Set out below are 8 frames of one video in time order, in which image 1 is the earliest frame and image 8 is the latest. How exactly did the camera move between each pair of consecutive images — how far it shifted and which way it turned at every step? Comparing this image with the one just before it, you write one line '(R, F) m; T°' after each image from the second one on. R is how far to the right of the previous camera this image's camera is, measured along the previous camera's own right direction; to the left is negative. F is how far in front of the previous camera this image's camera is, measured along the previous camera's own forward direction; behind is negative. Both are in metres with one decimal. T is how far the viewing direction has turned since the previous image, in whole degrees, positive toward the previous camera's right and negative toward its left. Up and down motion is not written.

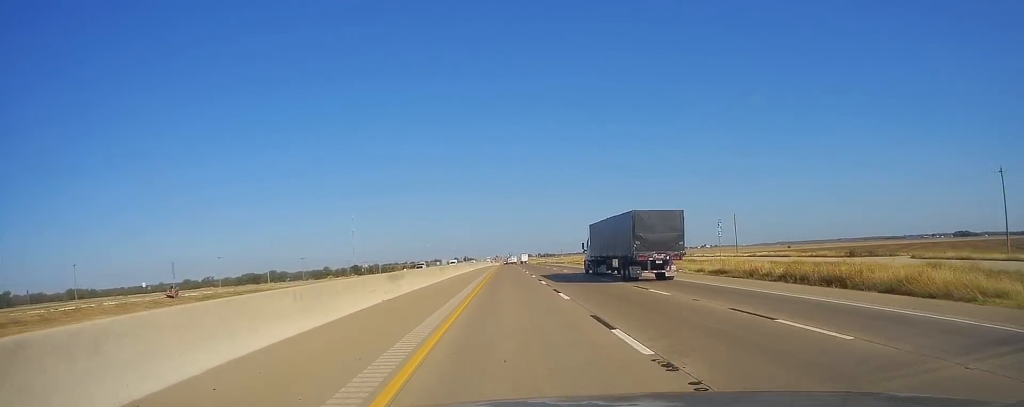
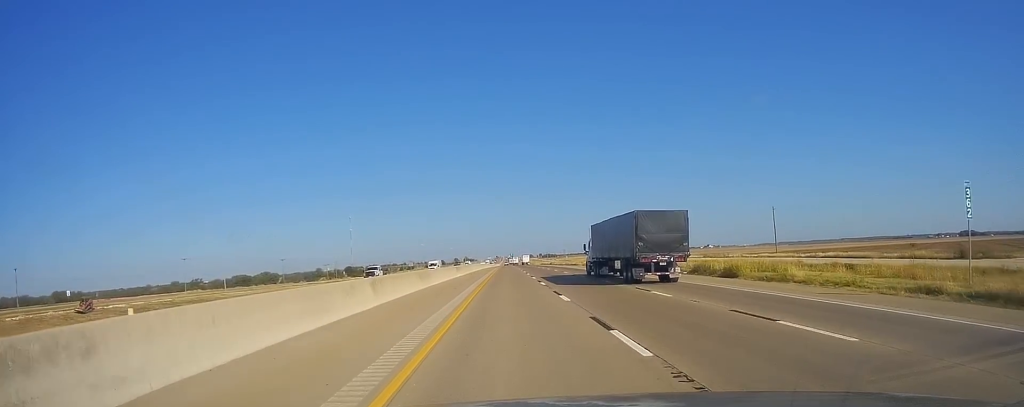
(-0.3, +24.5) m; 0°
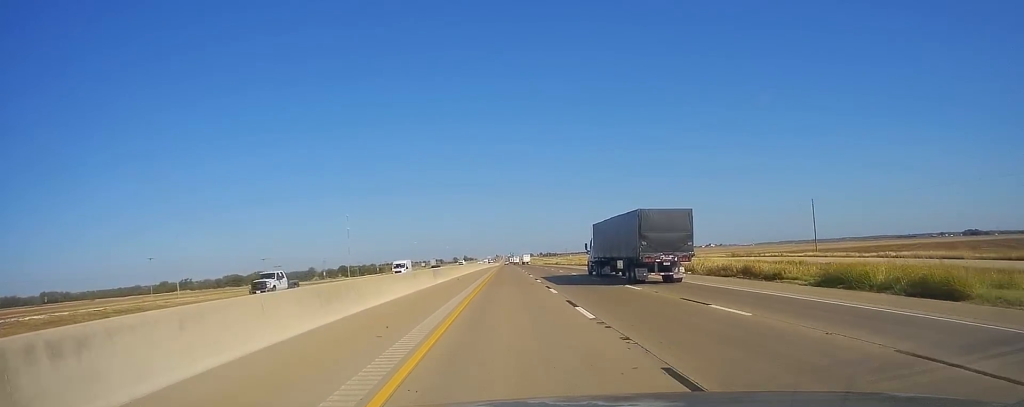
(+0.1, +19.4) m; +1°
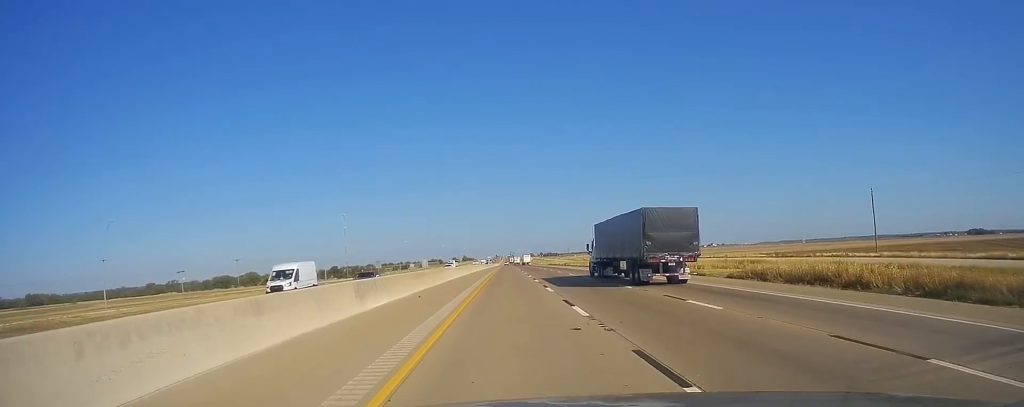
(+0.2, +22.2) m; +1°
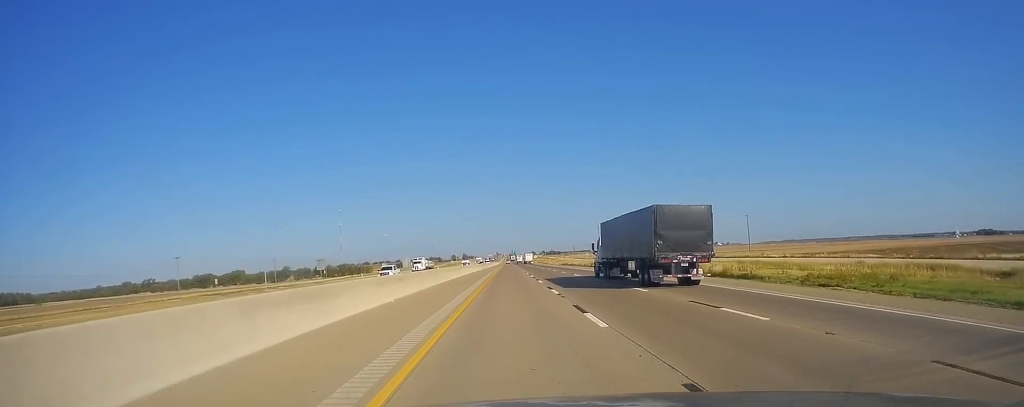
(+0.3, +39.4) m; -1°
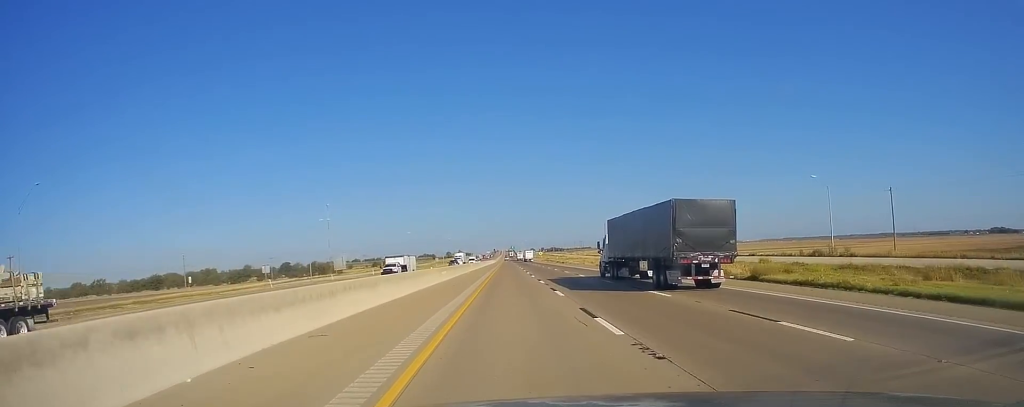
(-0.9, +64.0) m; -1°
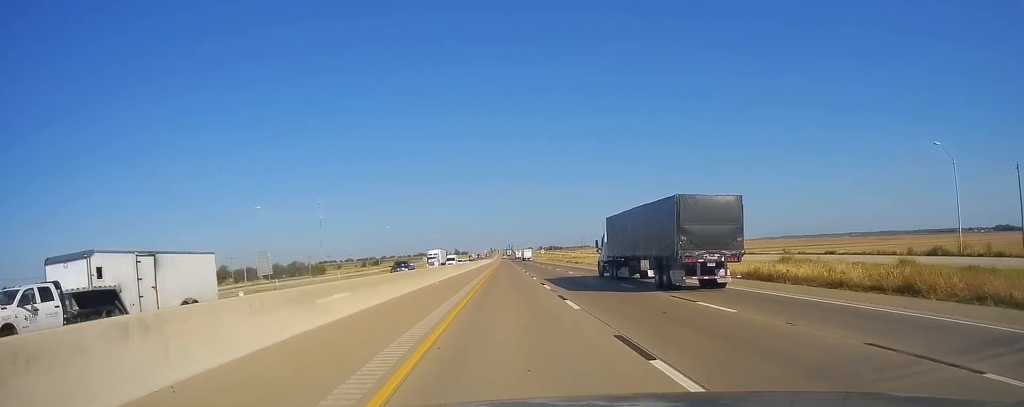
(0.0, +30.9) m; 0°
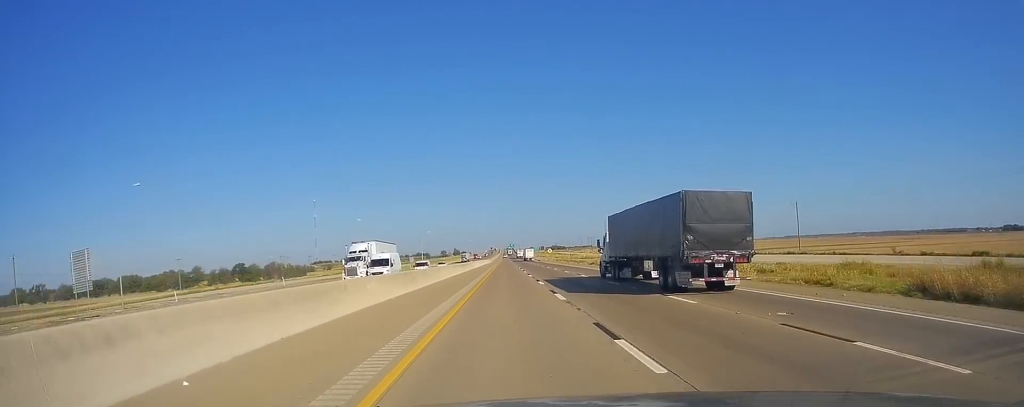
(0.0, +33.1) m; +1°
